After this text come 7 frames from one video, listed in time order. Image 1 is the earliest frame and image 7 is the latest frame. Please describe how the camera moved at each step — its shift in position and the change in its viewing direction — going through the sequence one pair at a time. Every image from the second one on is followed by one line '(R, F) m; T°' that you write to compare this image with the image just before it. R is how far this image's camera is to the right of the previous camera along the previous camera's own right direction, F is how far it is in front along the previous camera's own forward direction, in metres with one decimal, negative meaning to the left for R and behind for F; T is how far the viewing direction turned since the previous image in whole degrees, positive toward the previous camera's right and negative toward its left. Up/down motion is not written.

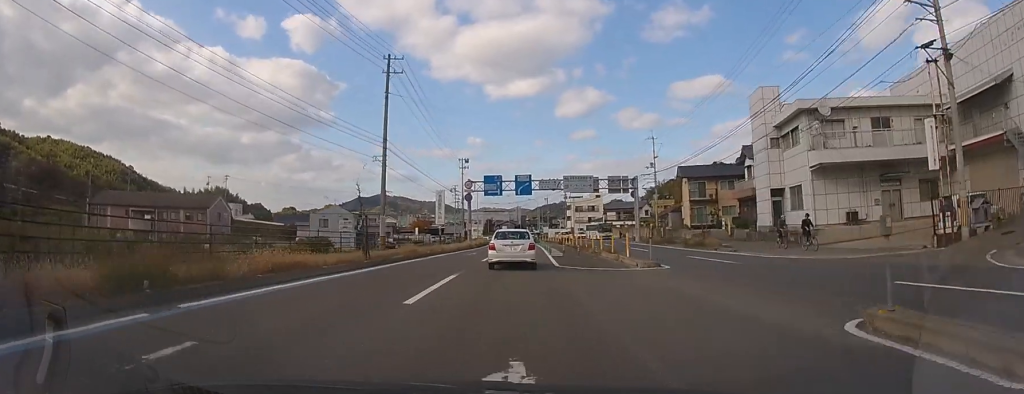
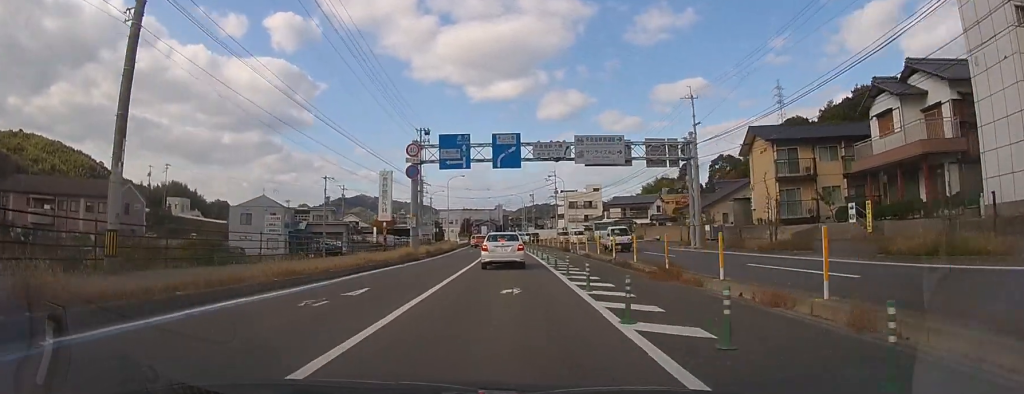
(+0.4, +23.2) m; +2°
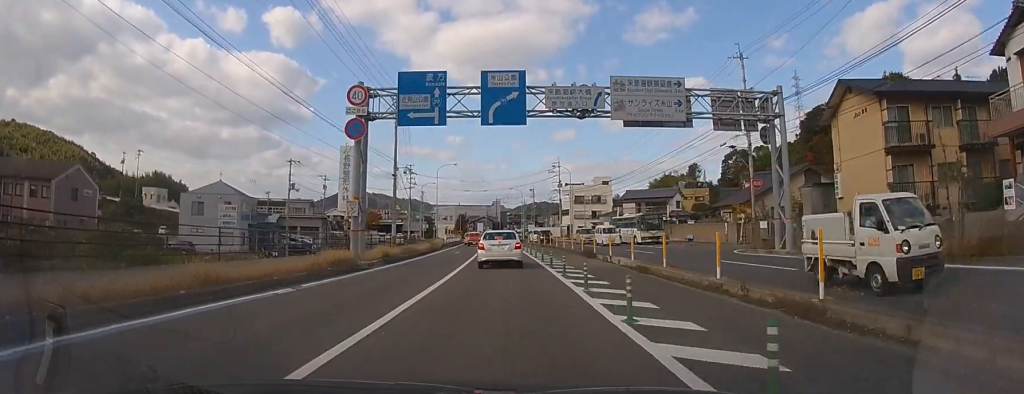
(+0.1, +11.5) m; +1°
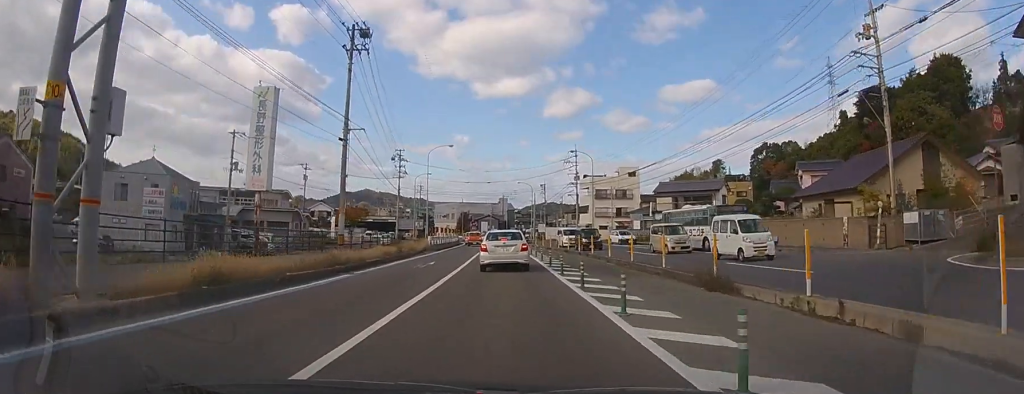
(0.0, +15.6) m; 0°
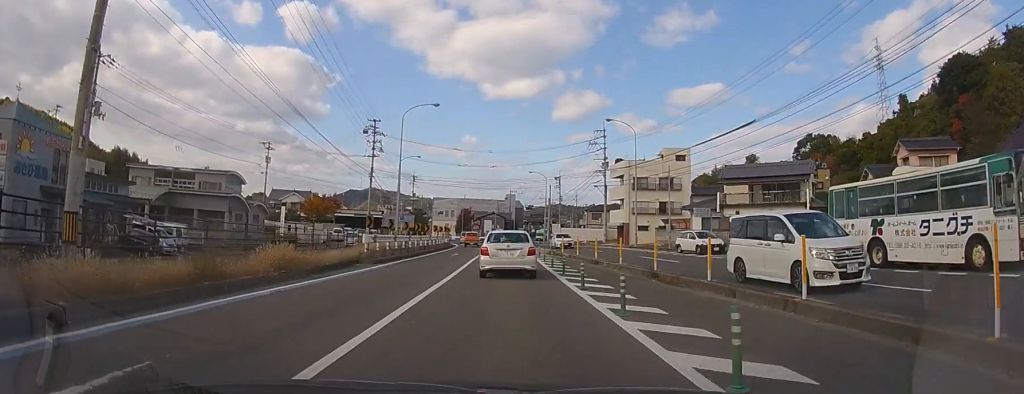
(-0.1, +21.2) m; -1°
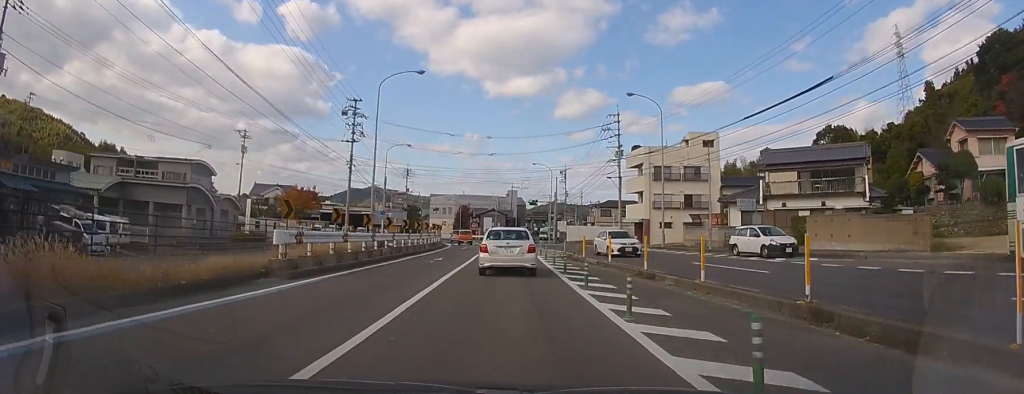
(-0.1, +9.1) m; -1°
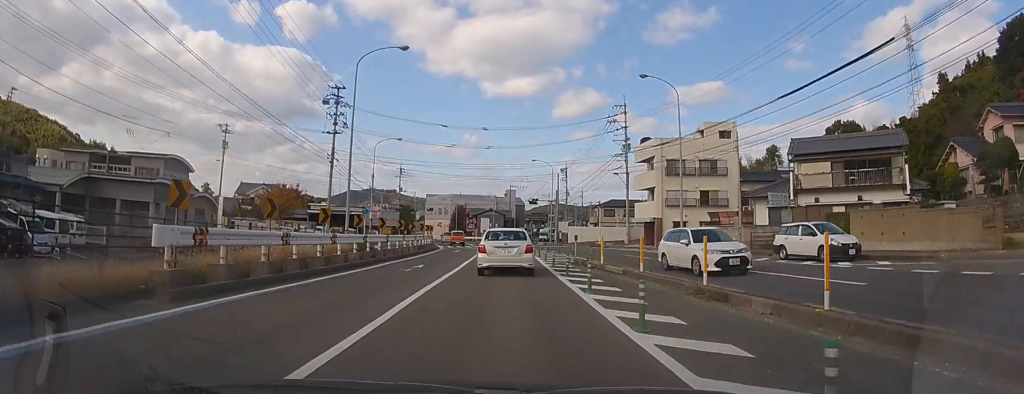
(0.0, +5.0) m; 0°
